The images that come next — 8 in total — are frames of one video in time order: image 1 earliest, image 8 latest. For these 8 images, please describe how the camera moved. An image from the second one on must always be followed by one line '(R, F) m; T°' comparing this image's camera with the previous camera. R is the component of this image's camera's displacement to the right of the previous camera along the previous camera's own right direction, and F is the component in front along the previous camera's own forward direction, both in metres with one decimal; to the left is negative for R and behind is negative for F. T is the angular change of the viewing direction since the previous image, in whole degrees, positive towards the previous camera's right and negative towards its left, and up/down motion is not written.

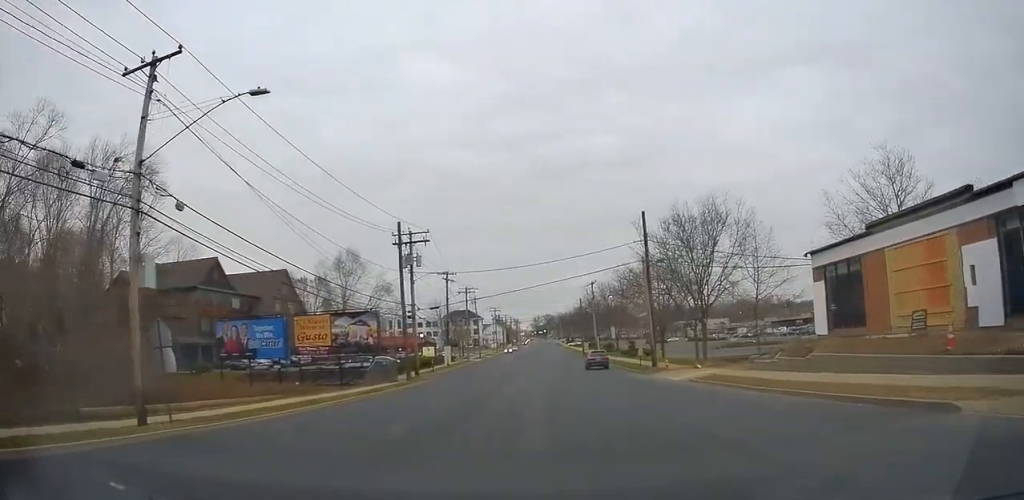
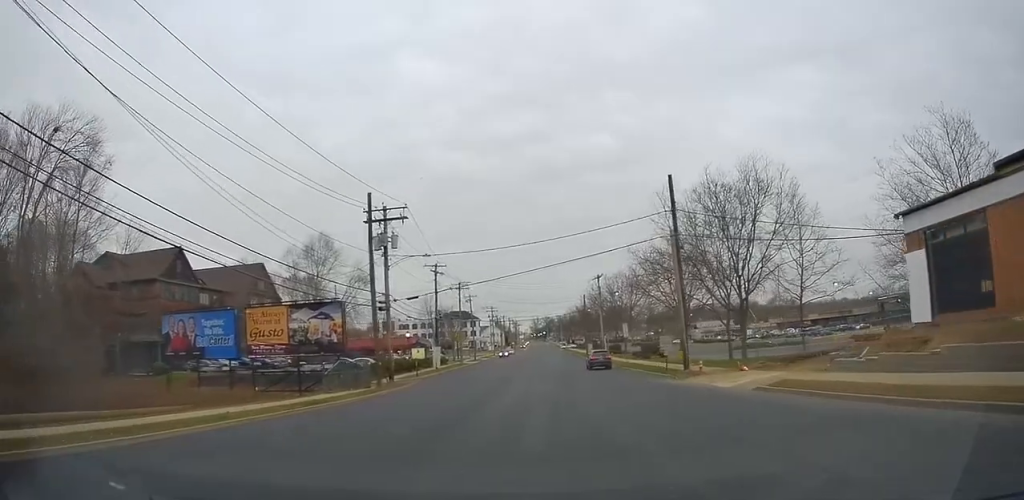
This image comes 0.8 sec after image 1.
(0.0, +8.1) m; +1°
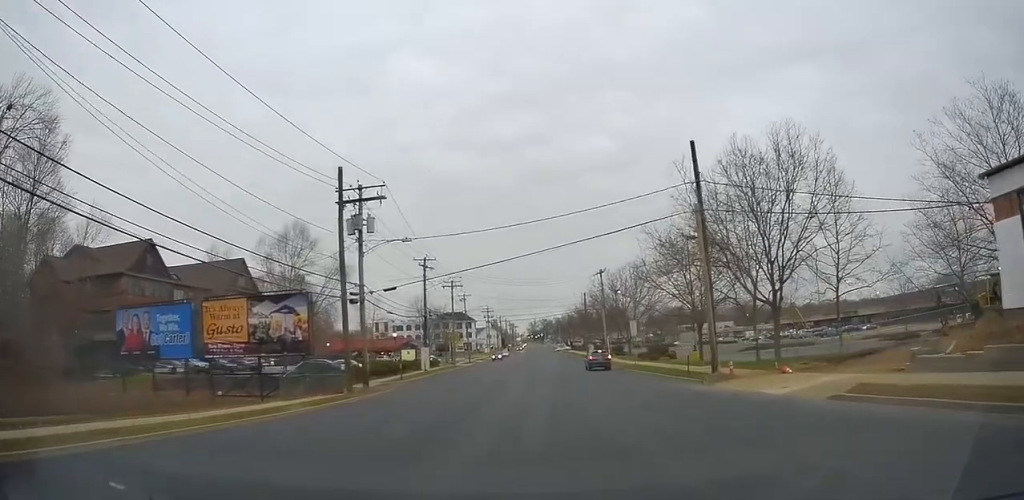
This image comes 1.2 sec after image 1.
(0.0, +5.2) m; +1°
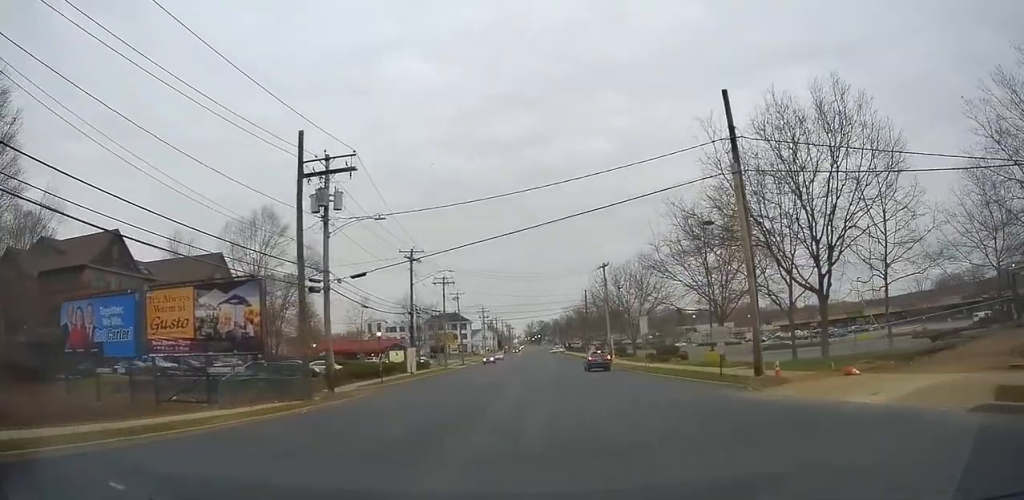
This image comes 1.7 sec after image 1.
(+0.1, +5.5) m; 0°
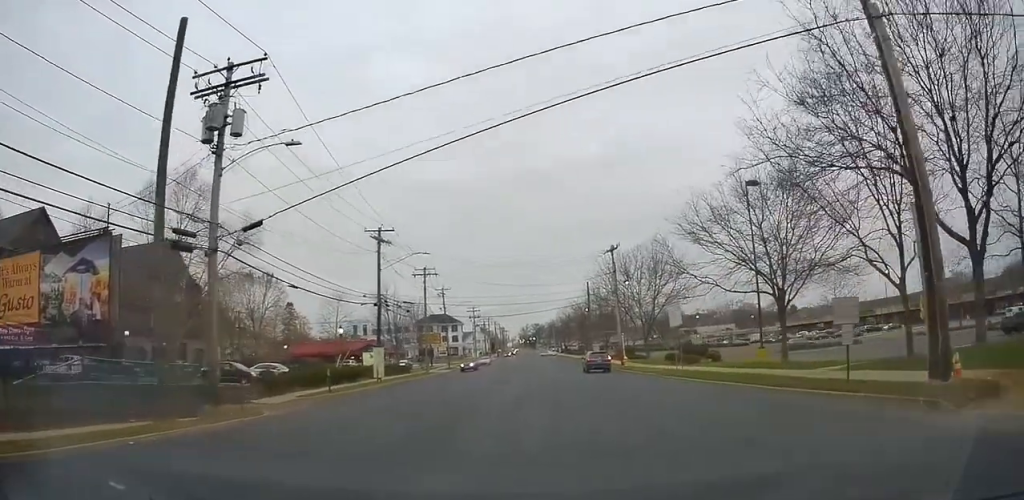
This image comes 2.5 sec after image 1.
(+0.1, +10.2) m; 0°
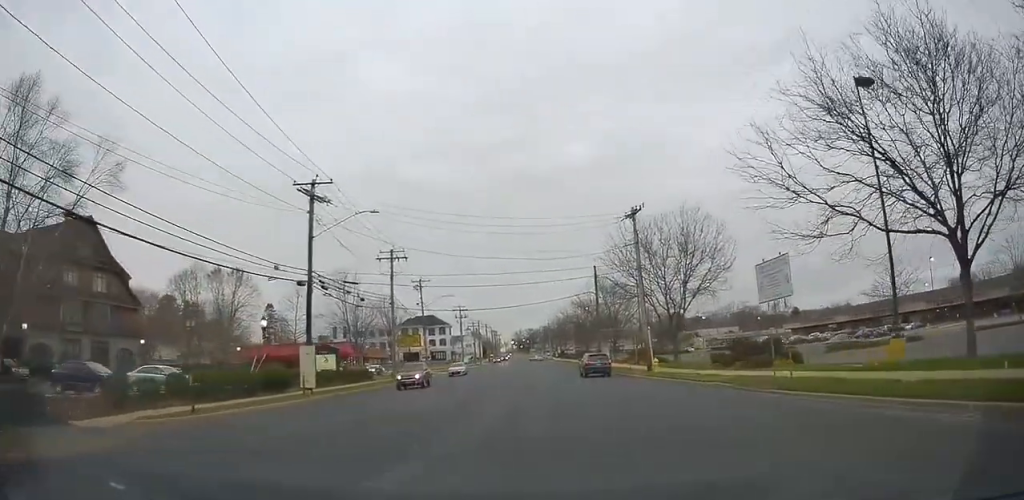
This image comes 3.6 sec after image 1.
(-0.1, +13.6) m; 0°
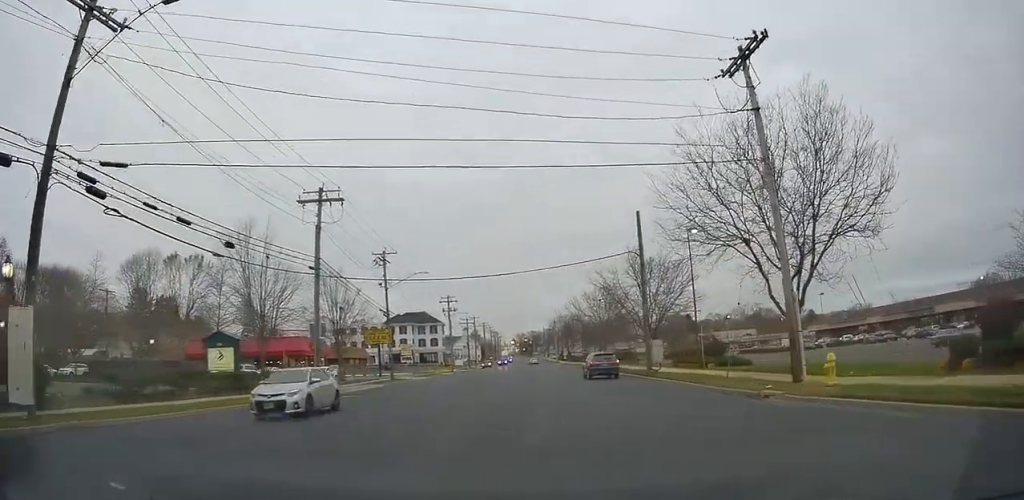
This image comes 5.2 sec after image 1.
(+0.4, +20.7) m; 0°
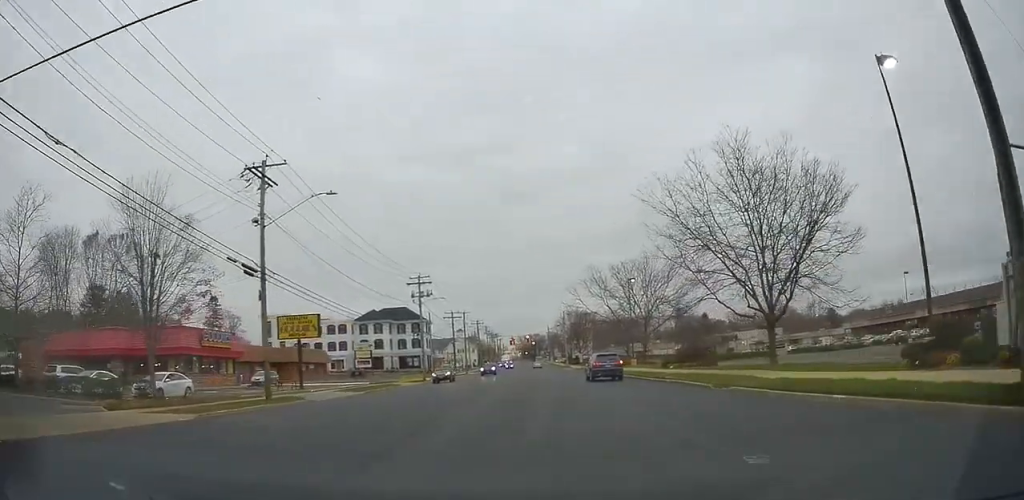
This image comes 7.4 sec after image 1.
(+0.1, +27.1) m; 0°
